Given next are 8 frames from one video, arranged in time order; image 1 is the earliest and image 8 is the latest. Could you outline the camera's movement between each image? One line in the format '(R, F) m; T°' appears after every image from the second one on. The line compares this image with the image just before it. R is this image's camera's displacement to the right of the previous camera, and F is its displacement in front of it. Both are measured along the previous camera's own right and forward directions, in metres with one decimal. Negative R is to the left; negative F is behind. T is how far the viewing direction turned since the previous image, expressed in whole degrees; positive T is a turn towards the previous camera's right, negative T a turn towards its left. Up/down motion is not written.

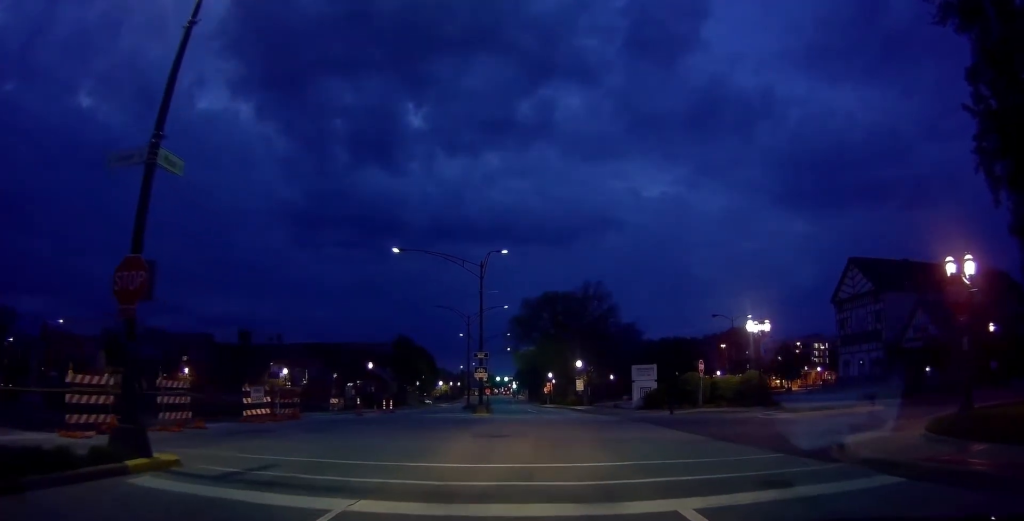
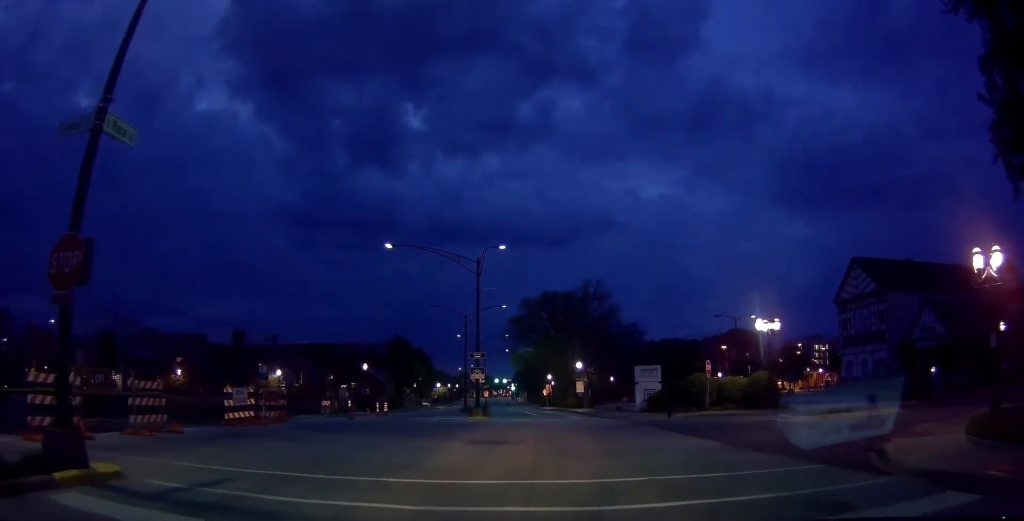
(0.0, +3.4) m; 0°
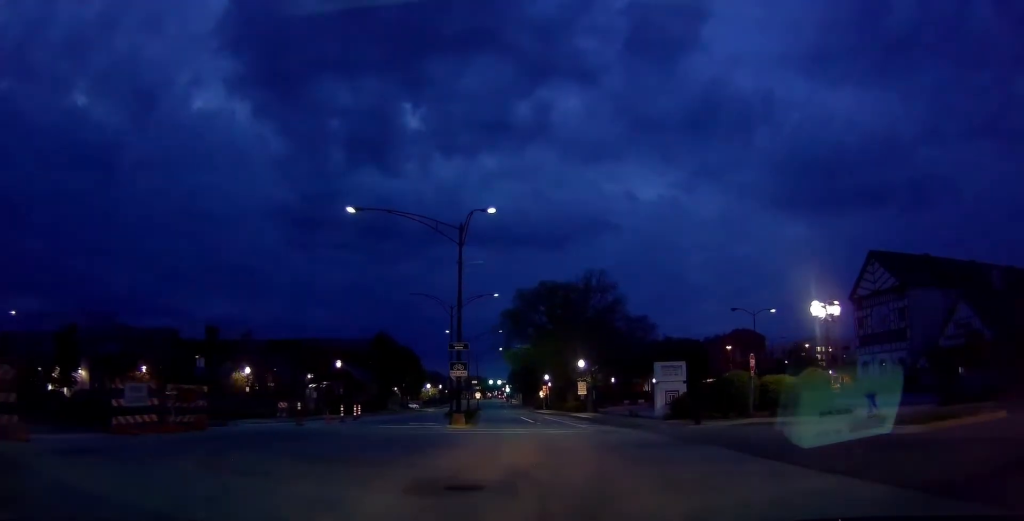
(-0.2, +7.9) m; -2°
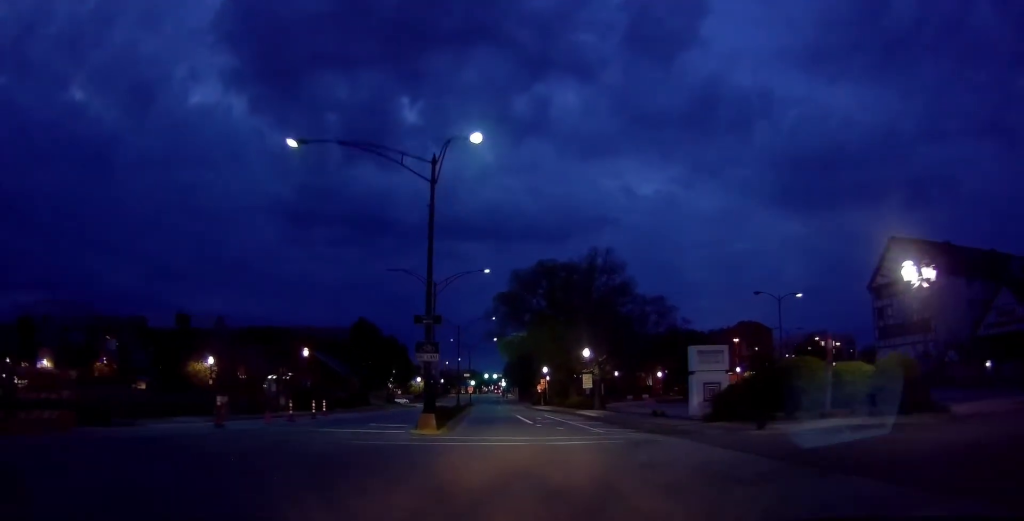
(0.0, +6.1) m; -1°
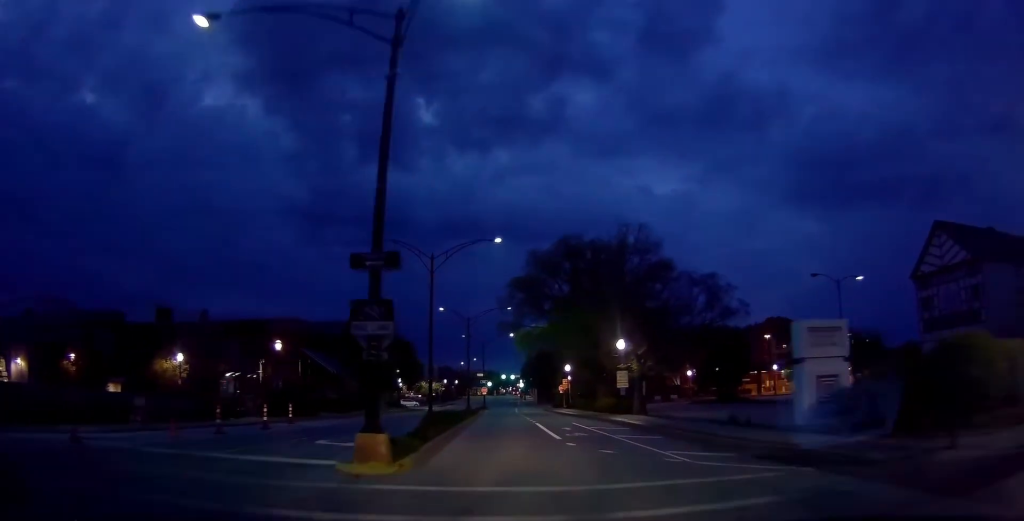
(-0.1, +7.6) m; -3°
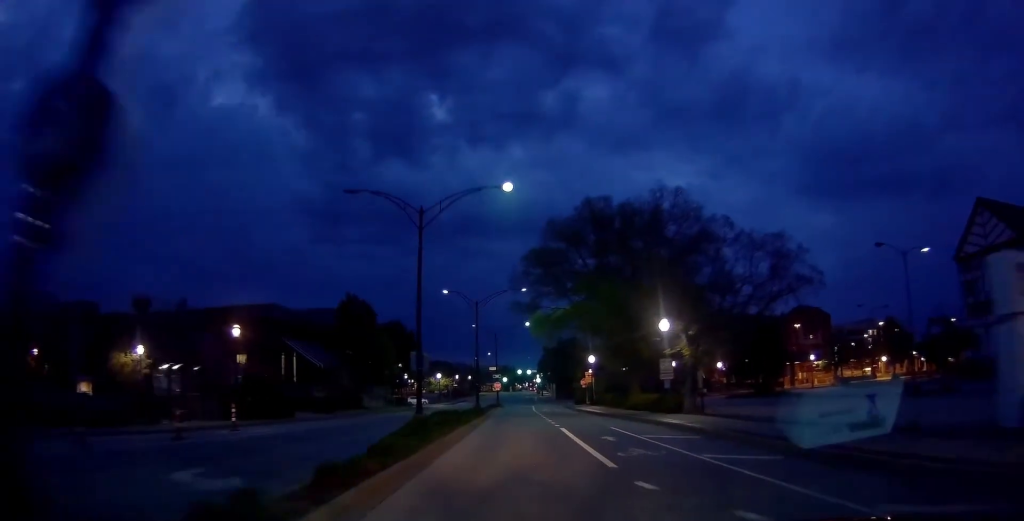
(-0.2, +7.1) m; -1°
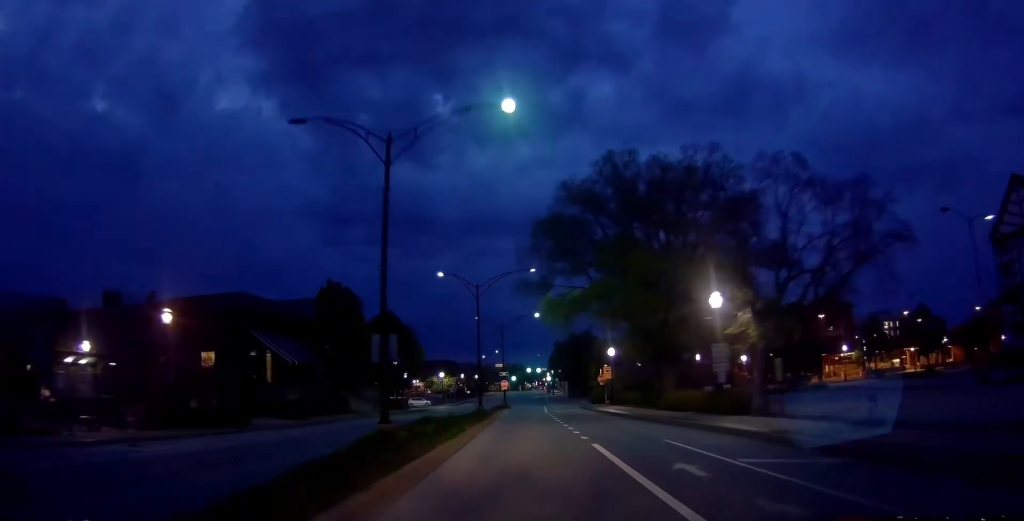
(0.0, +6.5) m; 0°
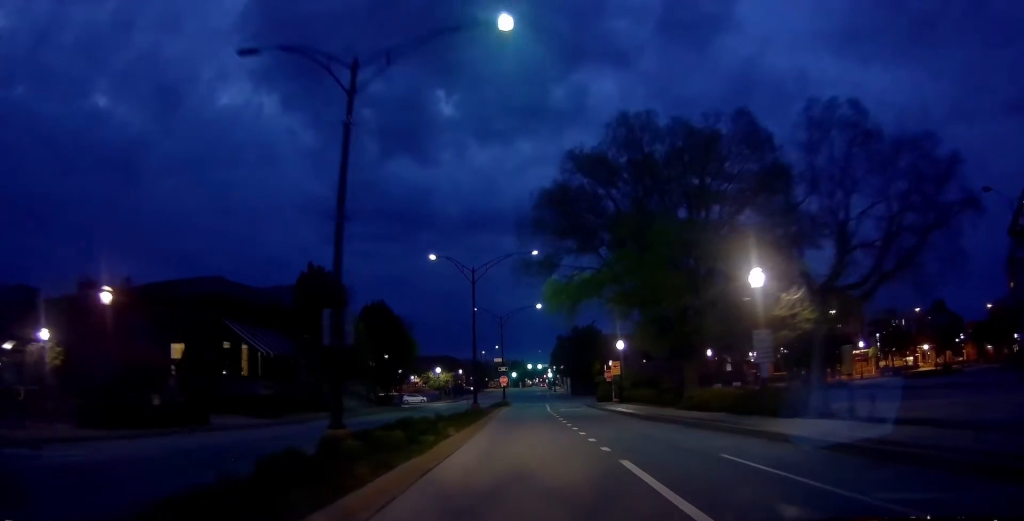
(0.0, +4.0) m; 0°
